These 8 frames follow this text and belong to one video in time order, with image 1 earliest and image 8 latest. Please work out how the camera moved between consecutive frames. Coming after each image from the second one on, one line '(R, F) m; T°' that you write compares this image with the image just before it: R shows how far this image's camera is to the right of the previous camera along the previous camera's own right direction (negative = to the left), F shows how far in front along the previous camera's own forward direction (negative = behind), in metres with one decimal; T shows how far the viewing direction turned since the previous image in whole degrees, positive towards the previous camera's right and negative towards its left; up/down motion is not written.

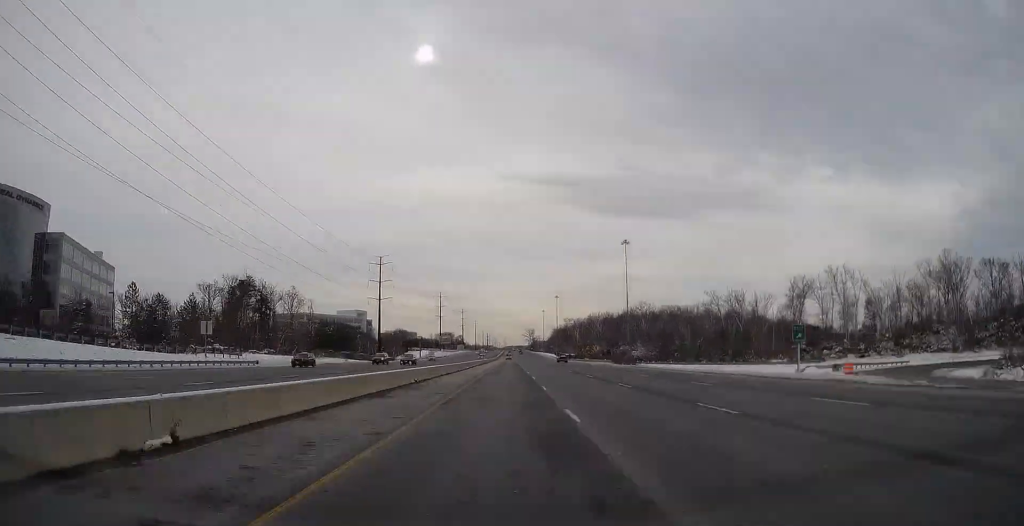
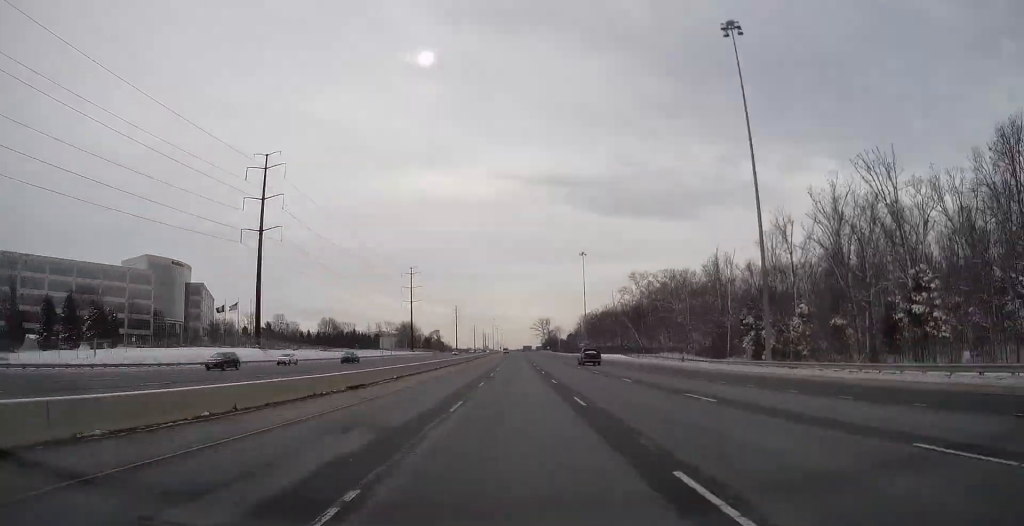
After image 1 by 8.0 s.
(-0.6, +195.1) m; 0°
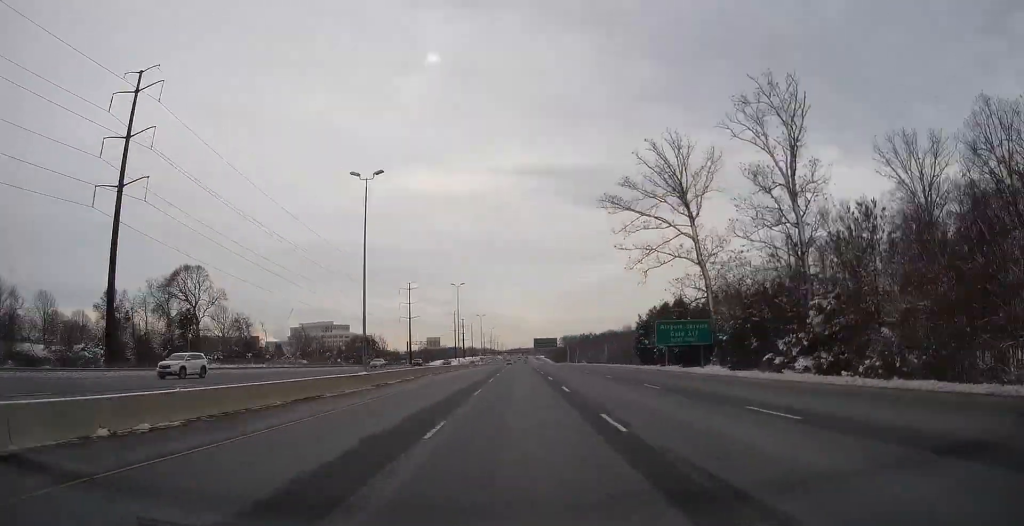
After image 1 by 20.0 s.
(-0.2, +317.9) m; 0°
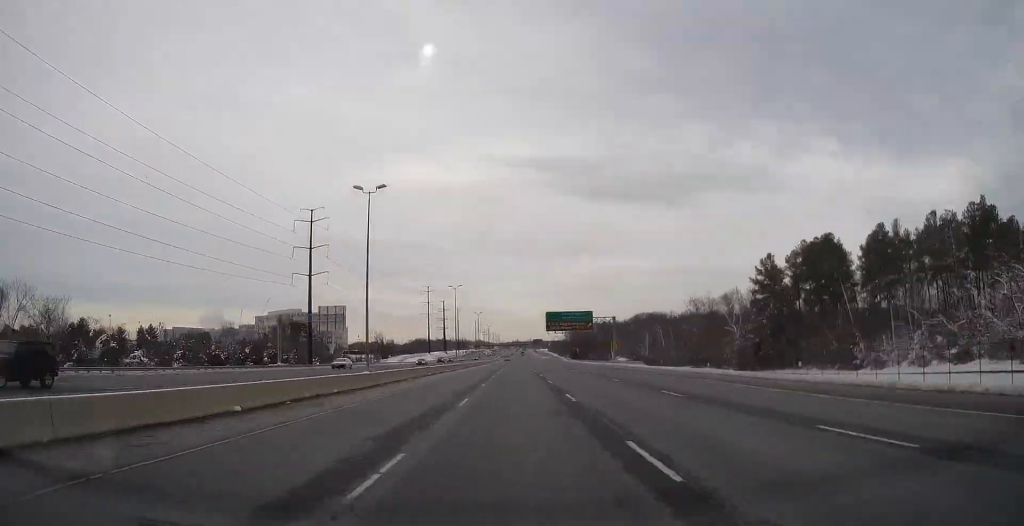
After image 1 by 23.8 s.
(+0.1, +100.2) m; 0°
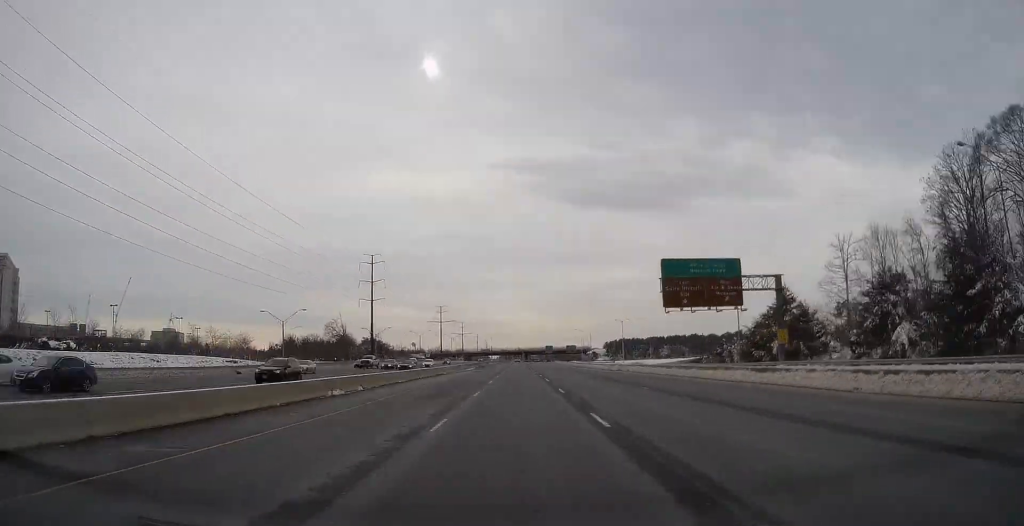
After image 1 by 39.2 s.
(-0.2, +400.3) m; +1°
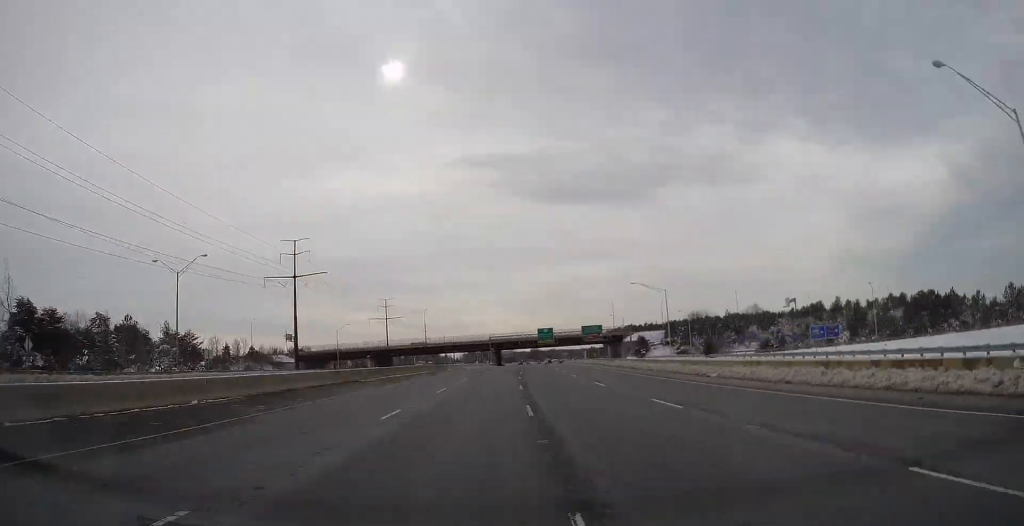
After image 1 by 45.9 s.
(+1.2, +155.4) m; +1°
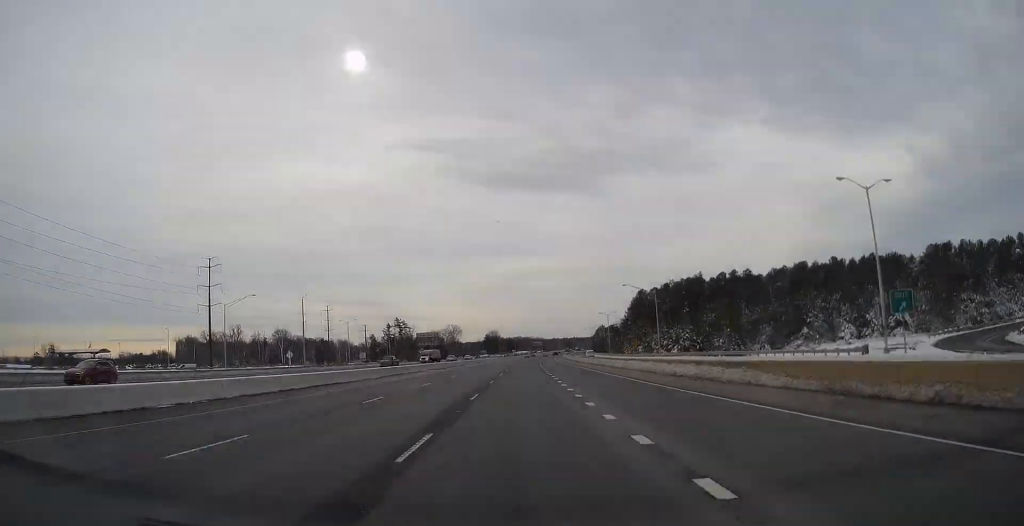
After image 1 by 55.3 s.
(+5.4, +199.2) m; +4°
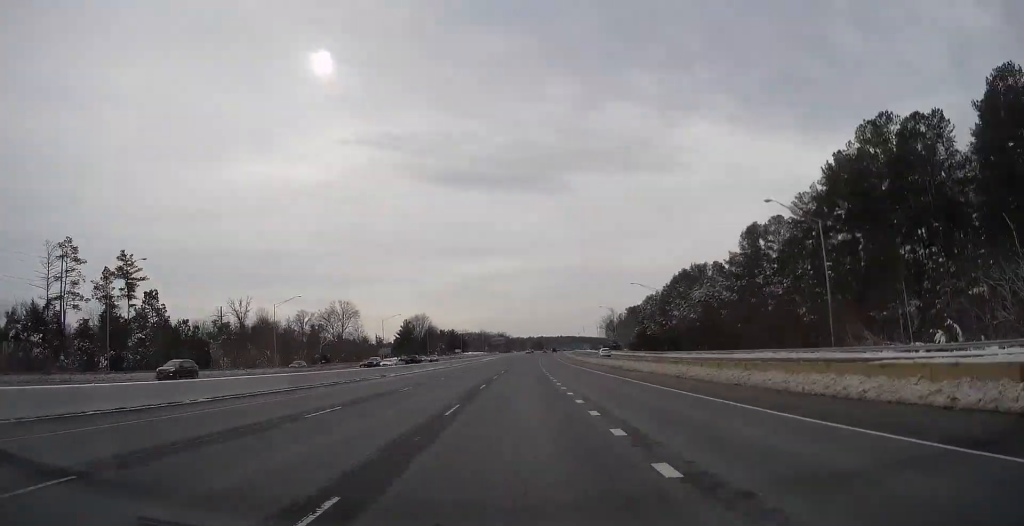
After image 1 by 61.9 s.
(+3.0, +240.6) m; +4°
